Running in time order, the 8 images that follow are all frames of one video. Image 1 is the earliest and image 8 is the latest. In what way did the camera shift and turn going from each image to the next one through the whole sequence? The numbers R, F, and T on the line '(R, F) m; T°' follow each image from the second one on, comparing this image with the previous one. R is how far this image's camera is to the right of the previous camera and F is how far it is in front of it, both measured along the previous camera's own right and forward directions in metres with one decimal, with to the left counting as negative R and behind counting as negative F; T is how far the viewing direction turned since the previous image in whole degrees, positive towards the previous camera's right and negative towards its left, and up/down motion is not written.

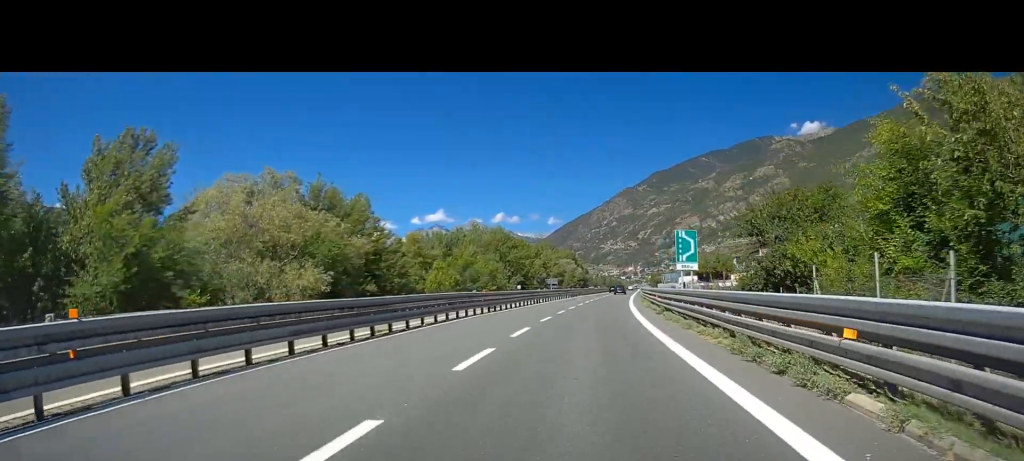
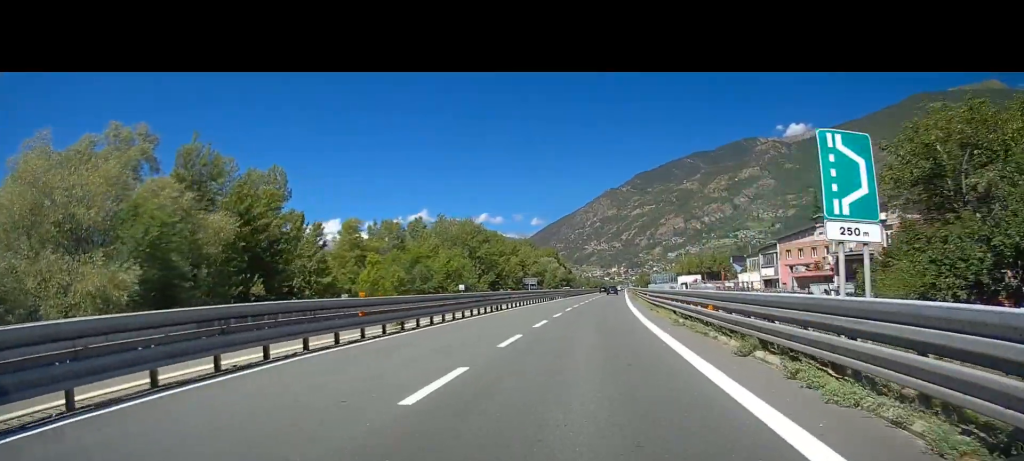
(+0.2, +17.2) m; +1°
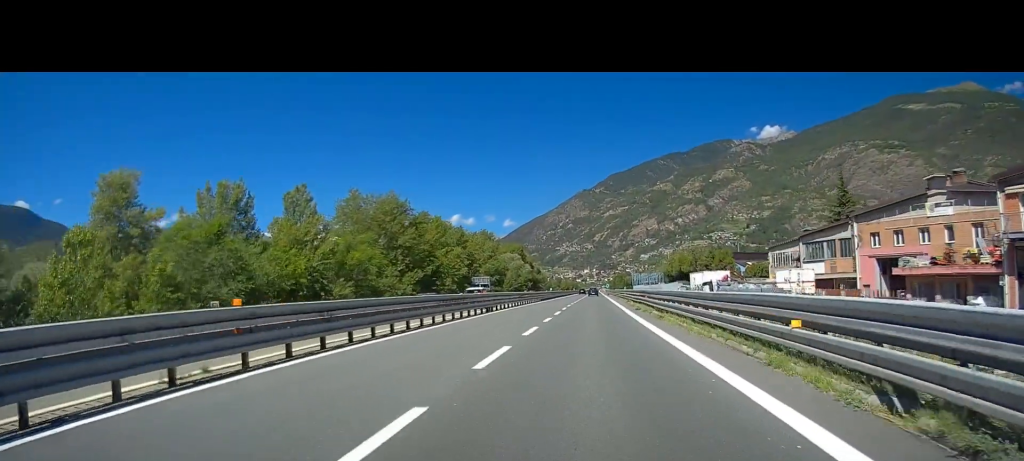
(+0.4, +37.1) m; +1°
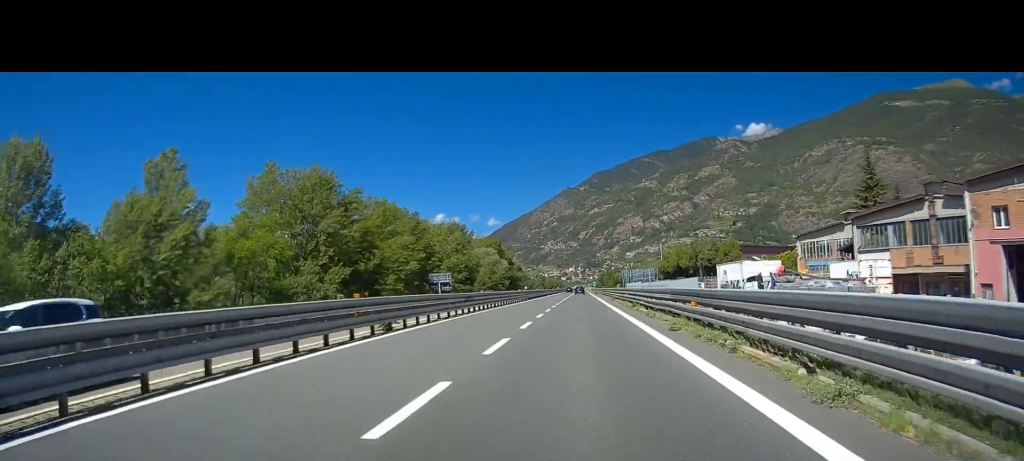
(+0.1, +22.3) m; +1°
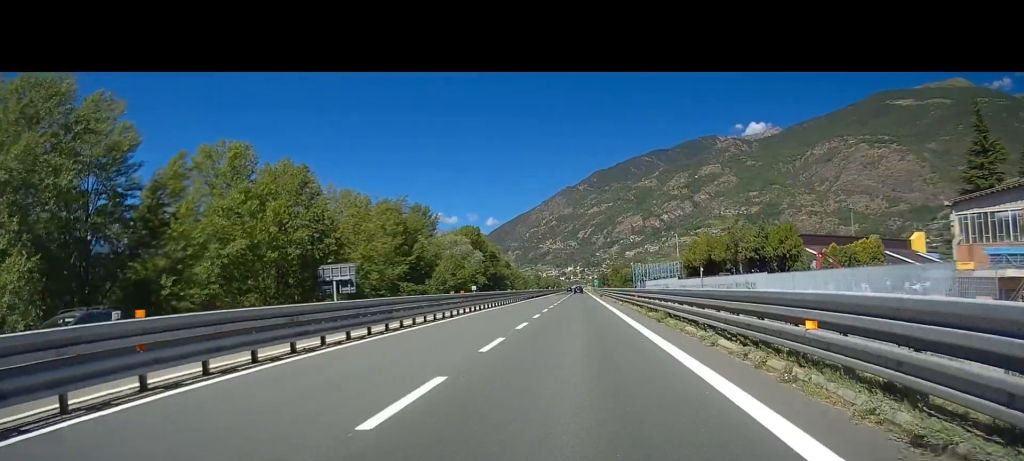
(+0.6, +38.8) m; 0°
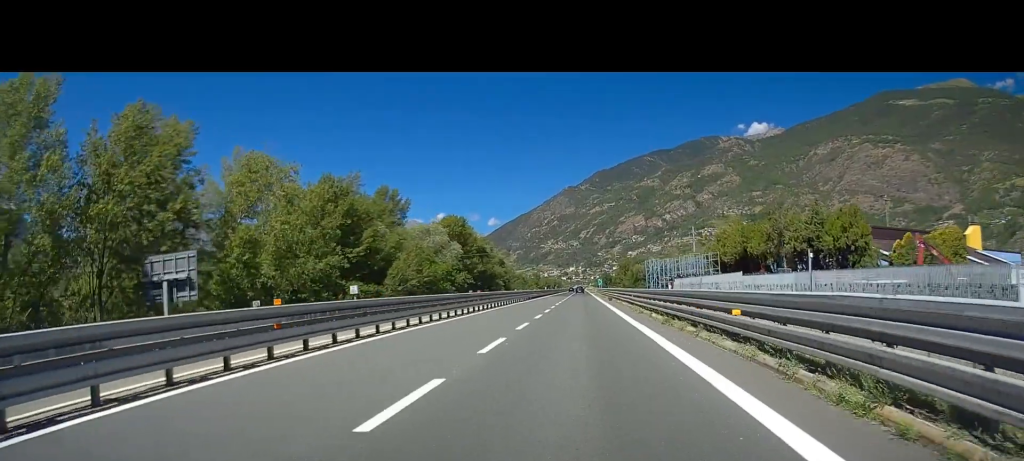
(-0.2, +22.6) m; -1°
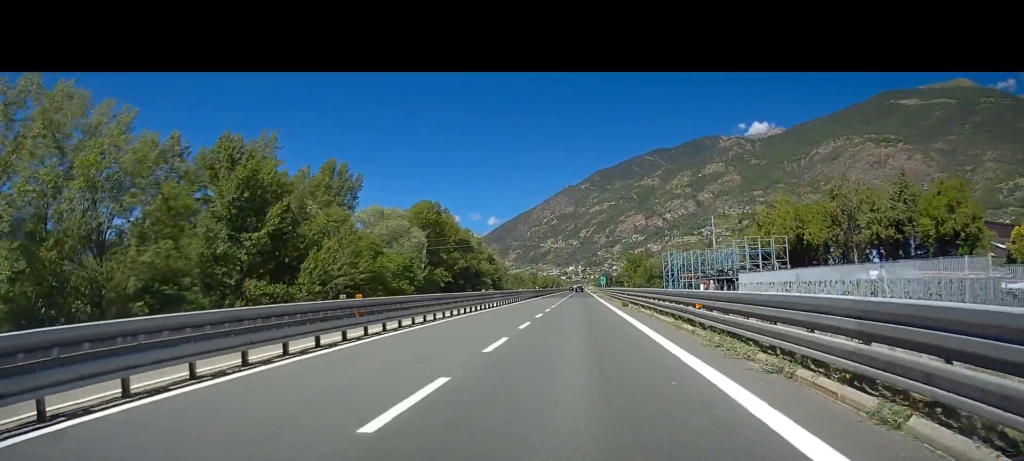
(-0.2, +22.2) m; -1°
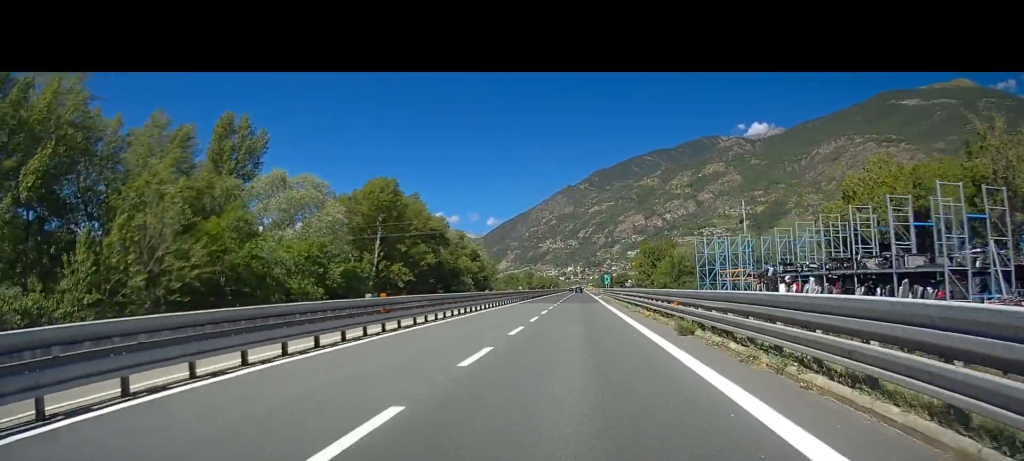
(0.0, +24.2) m; 0°
